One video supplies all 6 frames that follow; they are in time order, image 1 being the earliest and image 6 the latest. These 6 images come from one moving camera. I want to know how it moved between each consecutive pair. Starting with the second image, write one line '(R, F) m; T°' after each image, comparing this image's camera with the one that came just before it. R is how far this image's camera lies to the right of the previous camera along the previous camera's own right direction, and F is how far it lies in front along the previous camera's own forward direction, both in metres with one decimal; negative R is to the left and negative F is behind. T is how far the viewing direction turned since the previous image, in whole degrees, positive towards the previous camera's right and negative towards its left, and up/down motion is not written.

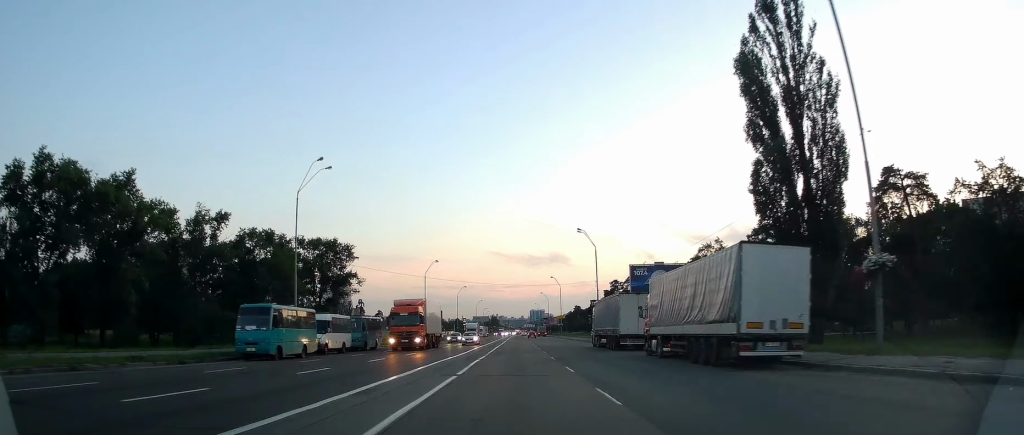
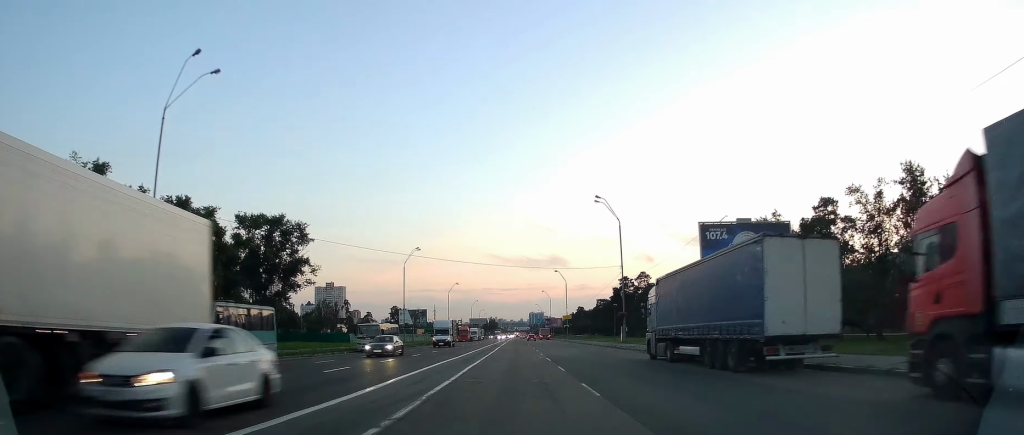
(0.0, +25.4) m; +1°
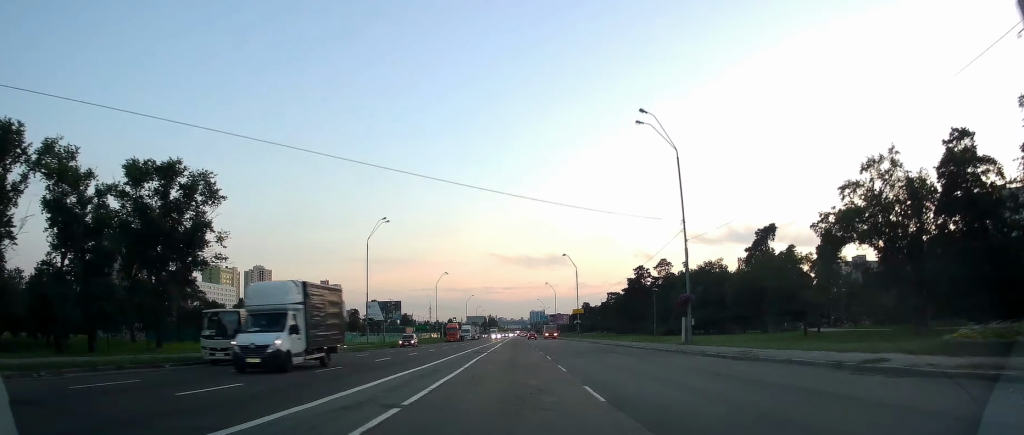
(-0.1, +27.1) m; 0°
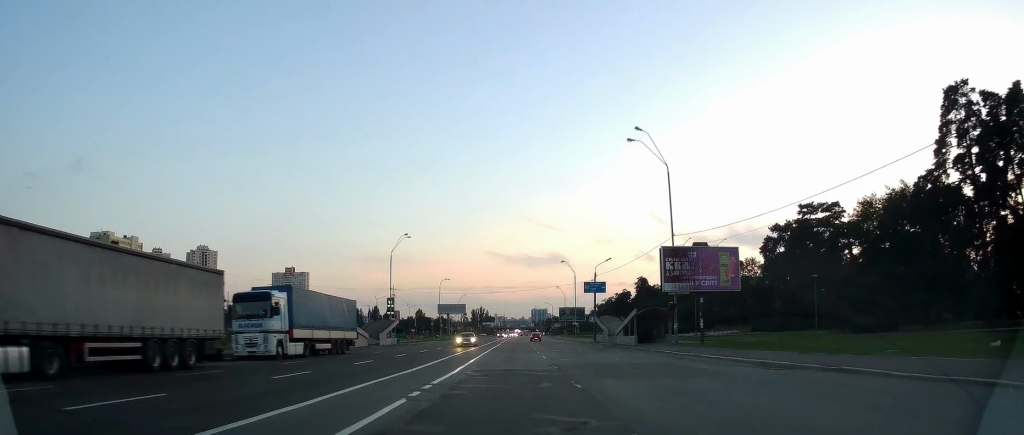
(-1.3, +151.4) m; -2°
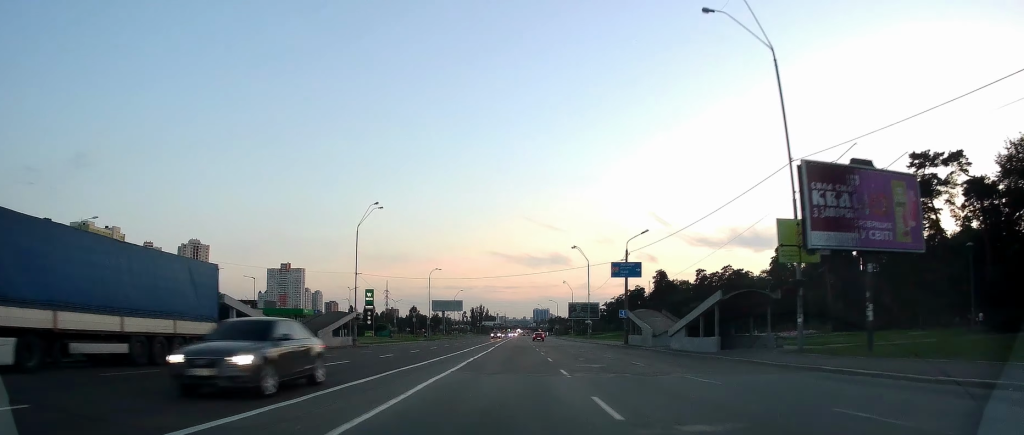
(-0.1, +22.6) m; 0°
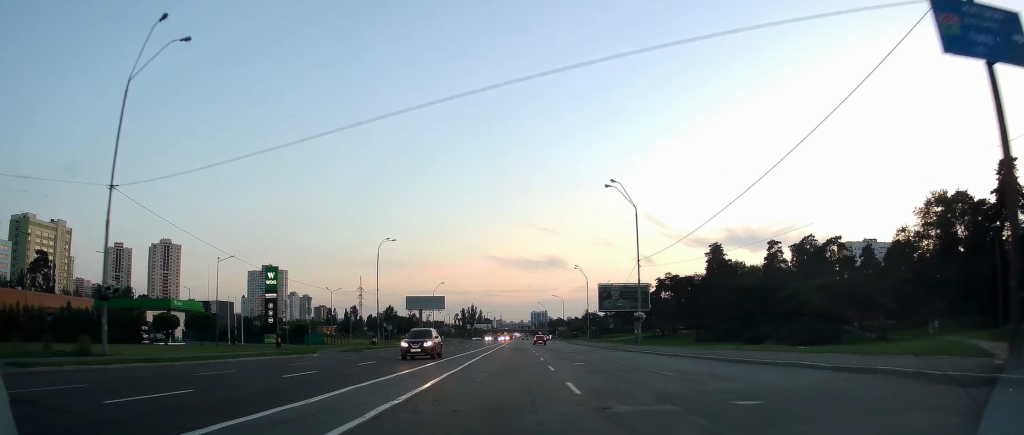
(0.0, +48.4) m; 0°
